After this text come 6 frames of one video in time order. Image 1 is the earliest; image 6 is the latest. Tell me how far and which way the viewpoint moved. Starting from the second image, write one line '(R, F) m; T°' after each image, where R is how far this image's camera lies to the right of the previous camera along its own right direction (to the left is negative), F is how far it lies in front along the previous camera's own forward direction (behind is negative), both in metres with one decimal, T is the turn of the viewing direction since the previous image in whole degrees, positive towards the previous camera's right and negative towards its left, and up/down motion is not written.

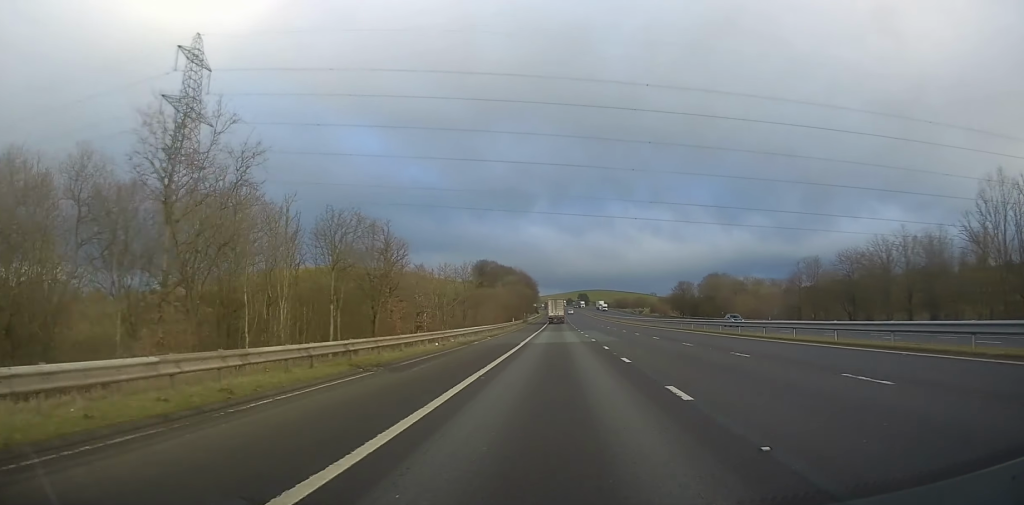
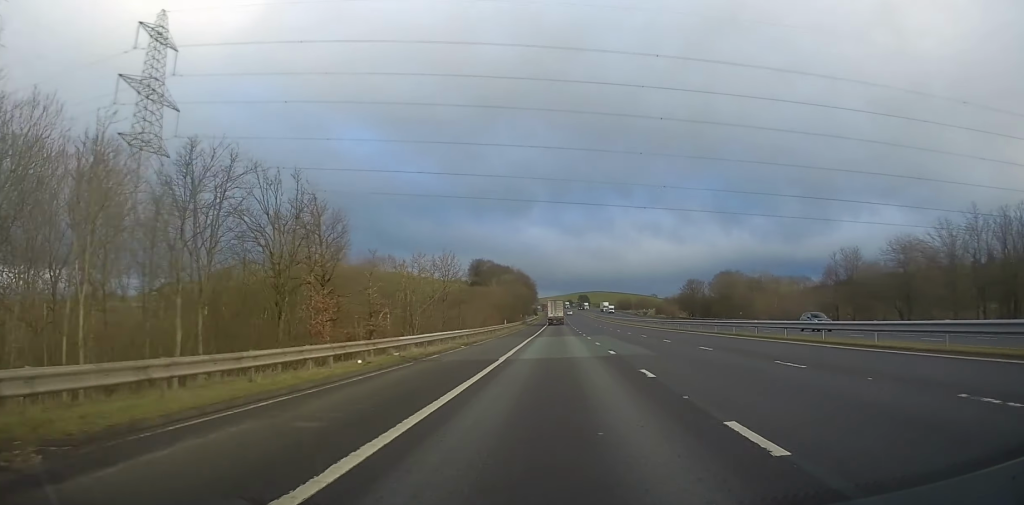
(-0.1, +13.0) m; 0°
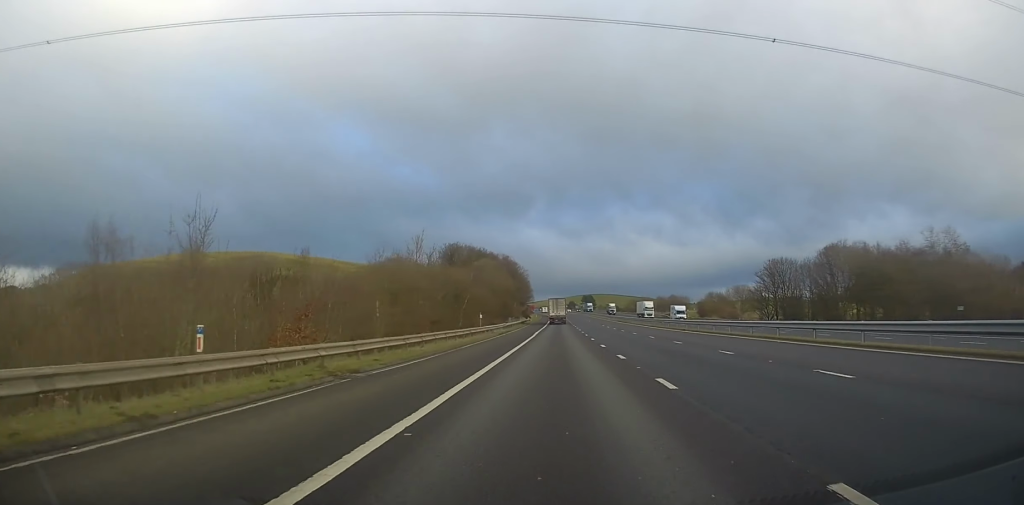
(+0.4, +65.9) m; 0°
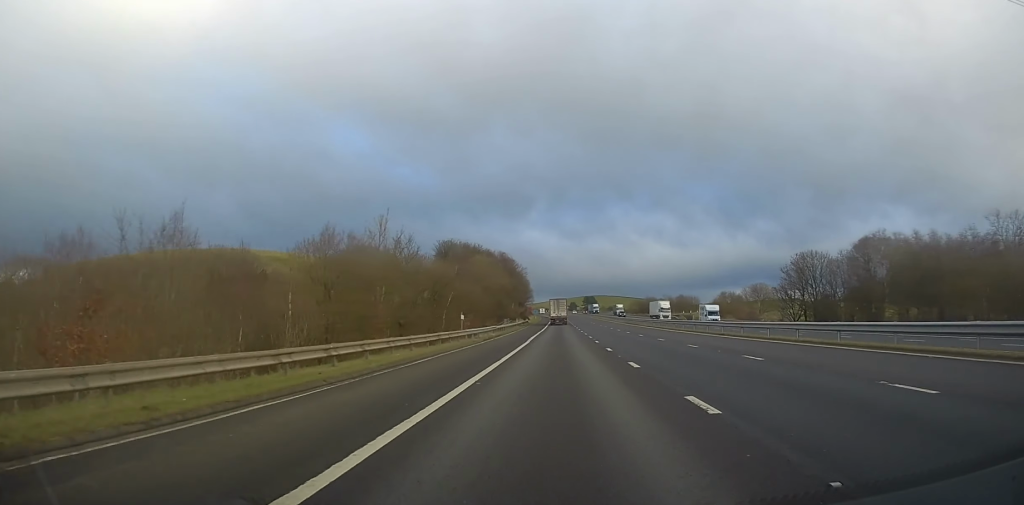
(-0.1, +12.2) m; 0°
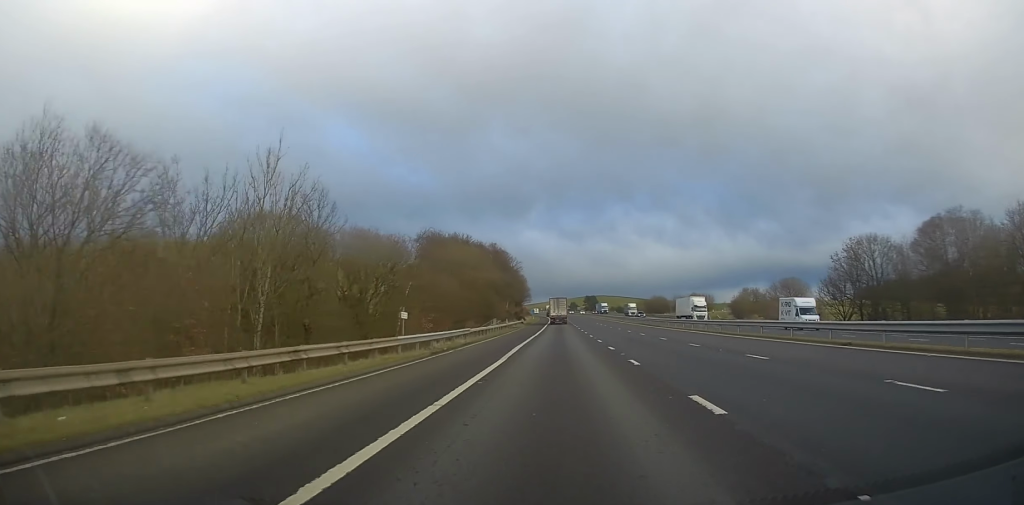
(+0.2, +18.6) m; 0°
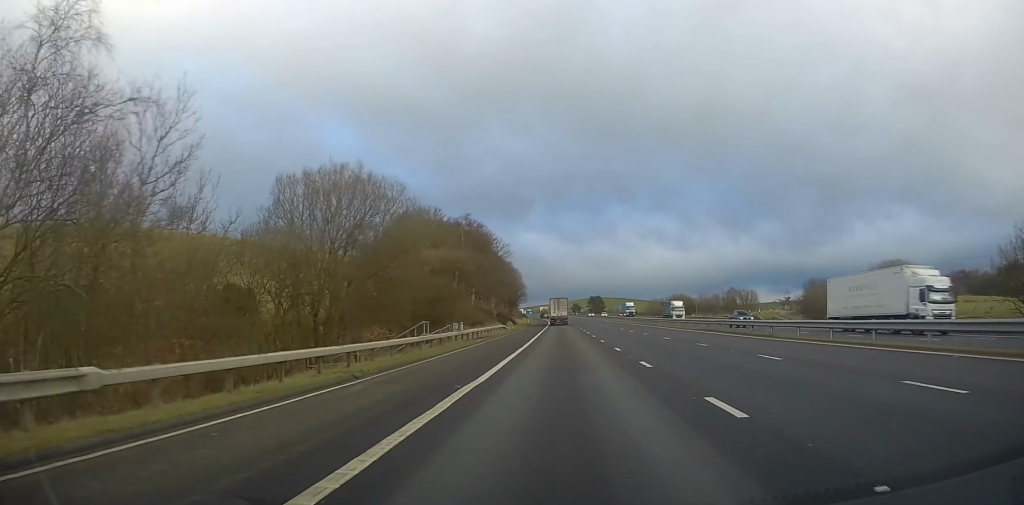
(-0.3, +36.4) m; -1°
